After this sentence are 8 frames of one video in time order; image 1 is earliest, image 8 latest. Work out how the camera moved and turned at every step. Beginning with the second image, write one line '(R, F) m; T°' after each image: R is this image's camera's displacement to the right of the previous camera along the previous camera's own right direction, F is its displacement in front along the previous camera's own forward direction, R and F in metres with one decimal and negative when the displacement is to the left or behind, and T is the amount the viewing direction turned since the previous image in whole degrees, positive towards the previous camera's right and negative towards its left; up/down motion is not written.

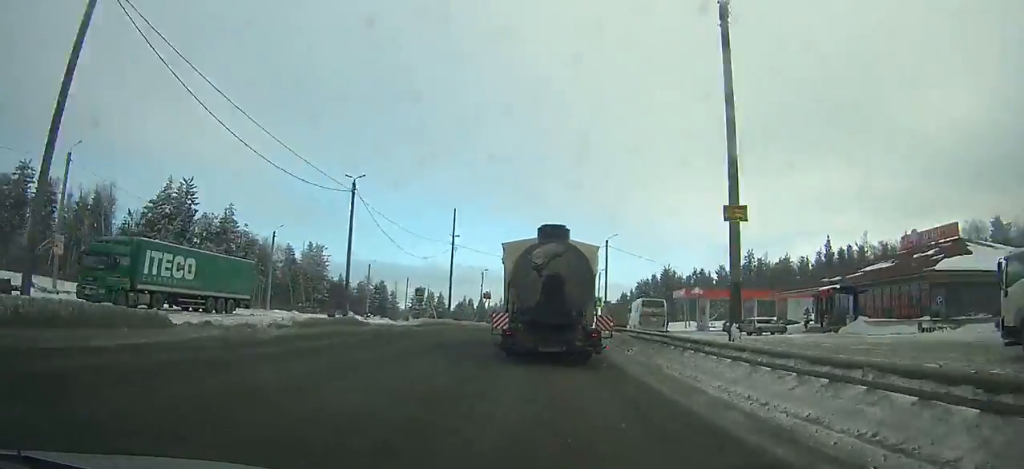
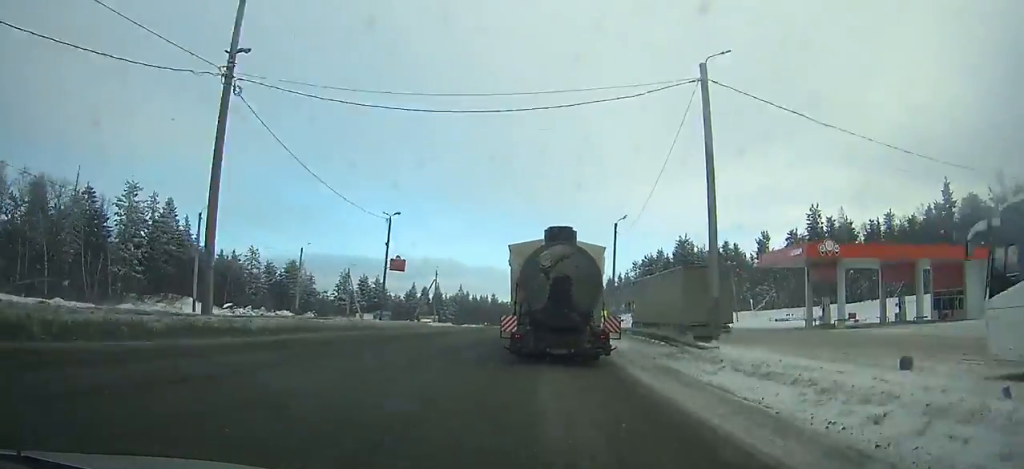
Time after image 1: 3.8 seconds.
(+1.9, +50.9) m; +4°
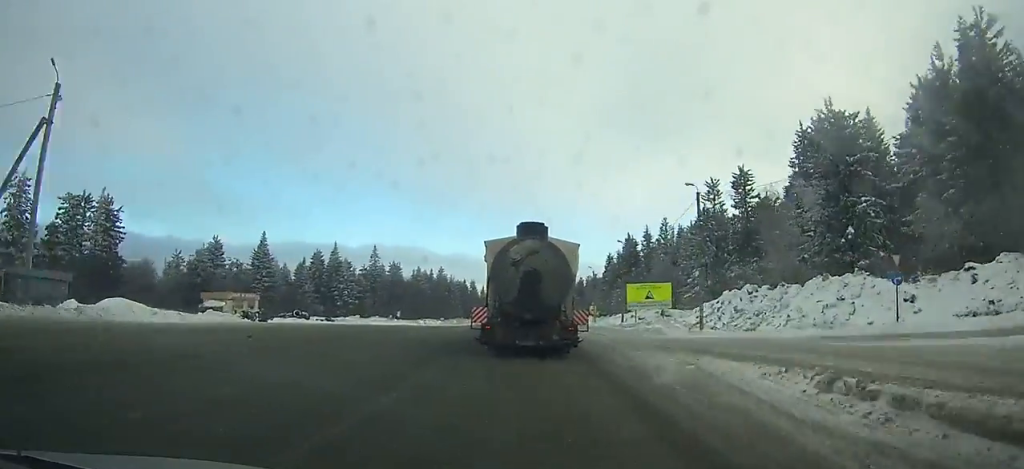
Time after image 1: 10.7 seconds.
(+2.5, +96.3) m; +2°
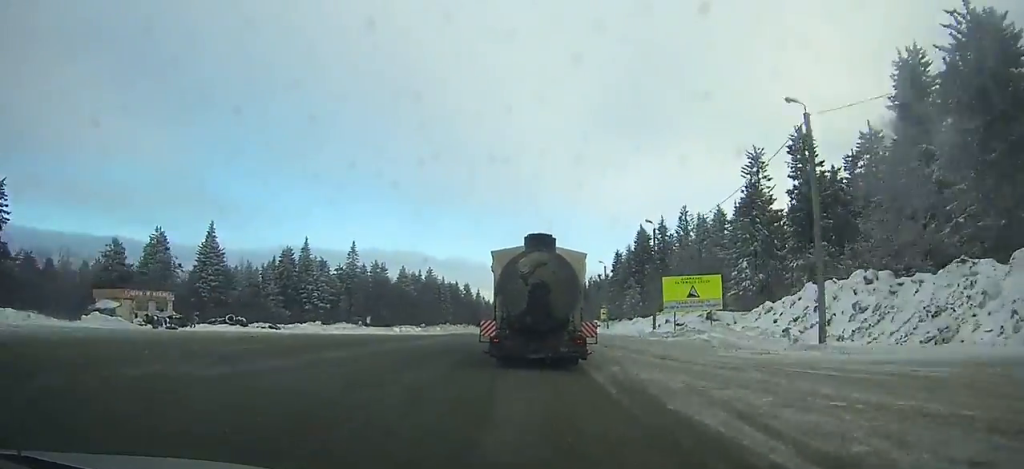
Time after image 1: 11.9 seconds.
(0.0, +17.7) m; 0°
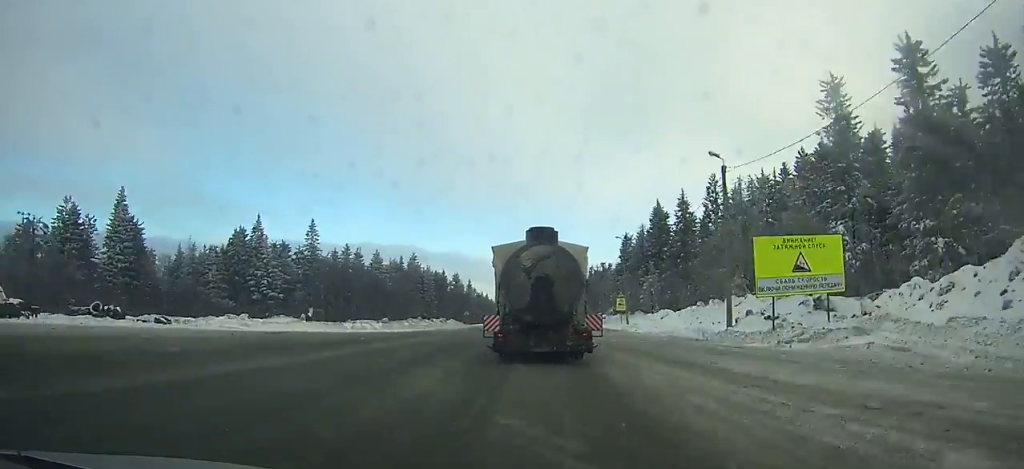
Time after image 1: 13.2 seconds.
(0.0, +19.2) m; 0°
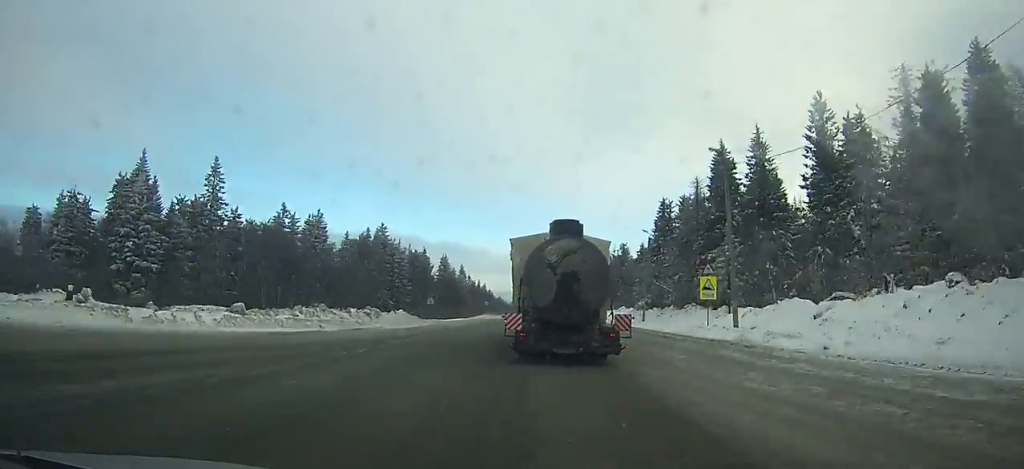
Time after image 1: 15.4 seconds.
(+0.2, +33.4) m; +1°
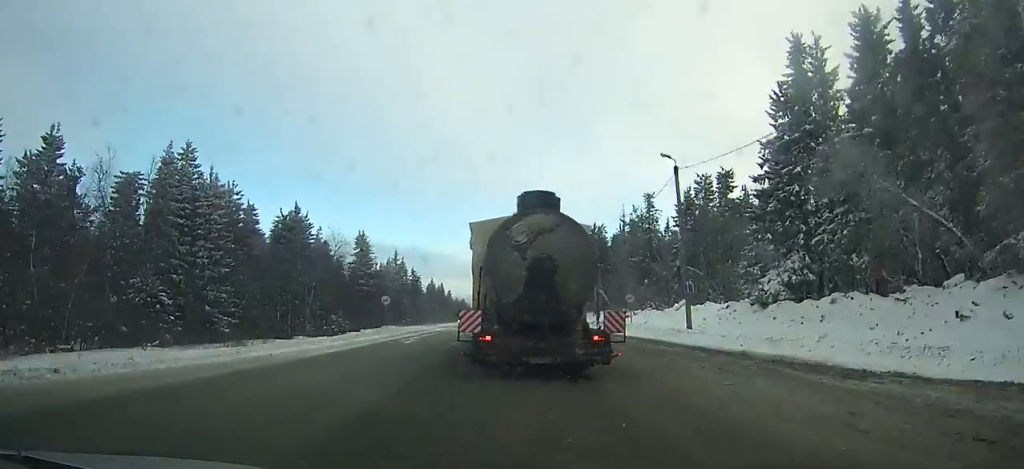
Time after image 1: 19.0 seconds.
(+0.8, +55.3) m; +1°
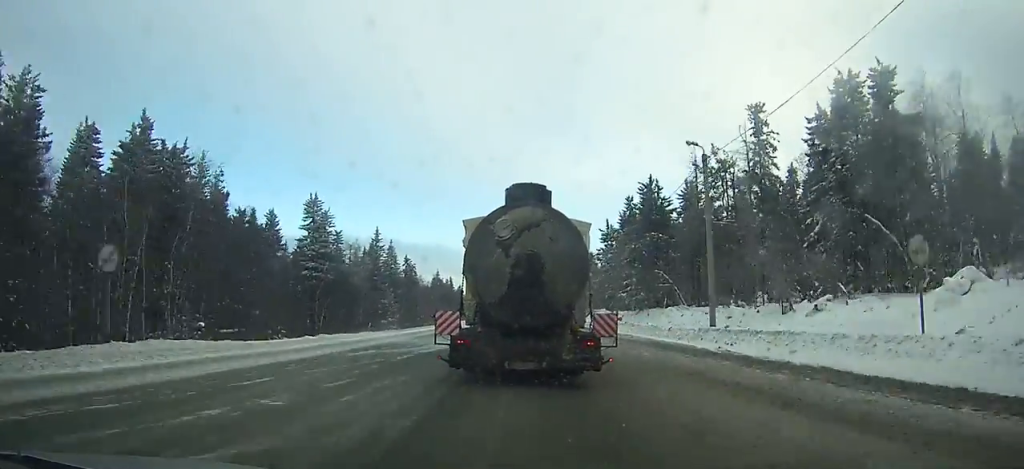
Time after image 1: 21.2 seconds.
(0.0, +34.1) m; 0°
